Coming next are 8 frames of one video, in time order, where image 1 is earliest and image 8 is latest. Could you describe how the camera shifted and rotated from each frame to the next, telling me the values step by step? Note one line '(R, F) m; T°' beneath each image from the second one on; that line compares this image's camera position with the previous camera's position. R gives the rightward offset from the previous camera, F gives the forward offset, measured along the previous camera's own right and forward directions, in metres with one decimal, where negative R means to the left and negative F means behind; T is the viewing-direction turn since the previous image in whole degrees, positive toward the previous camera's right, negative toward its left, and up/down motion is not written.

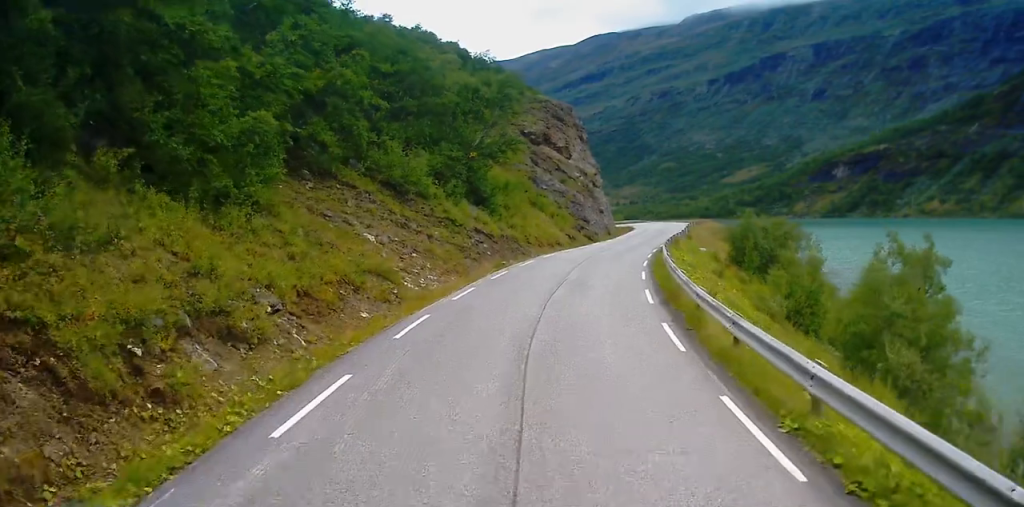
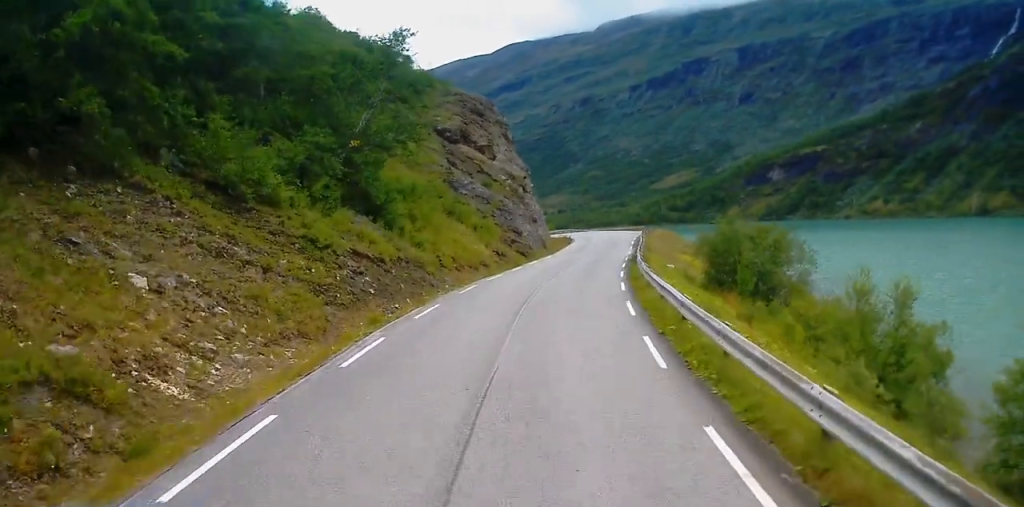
(+0.9, +13.5) m; +6°
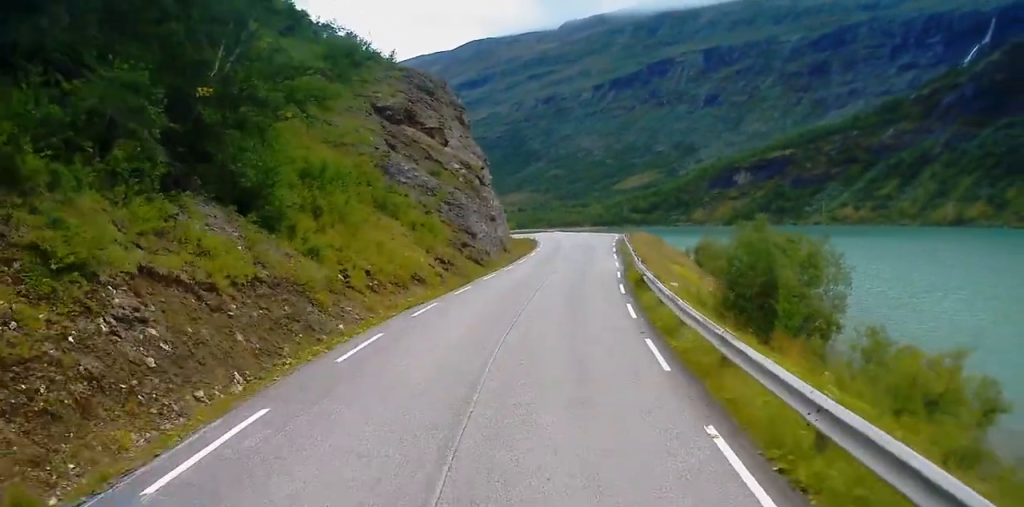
(+0.2, +12.4) m; +1°
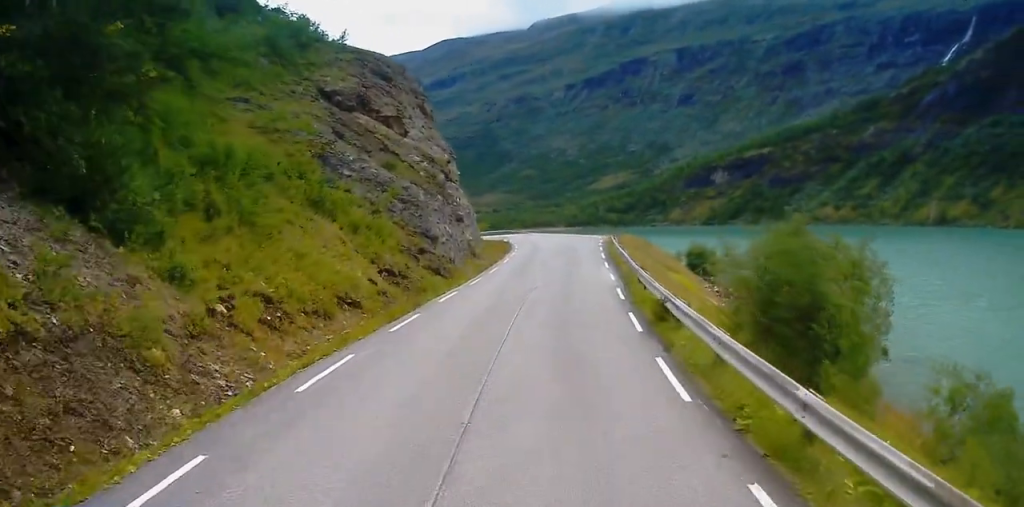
(0.0, +8.1) m; 0°
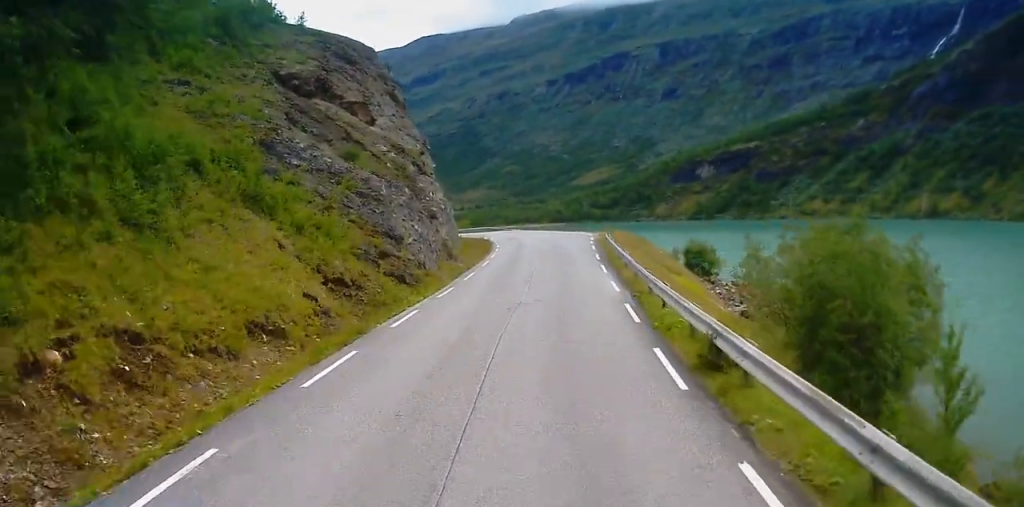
(0.0, +5.8) m; +1°
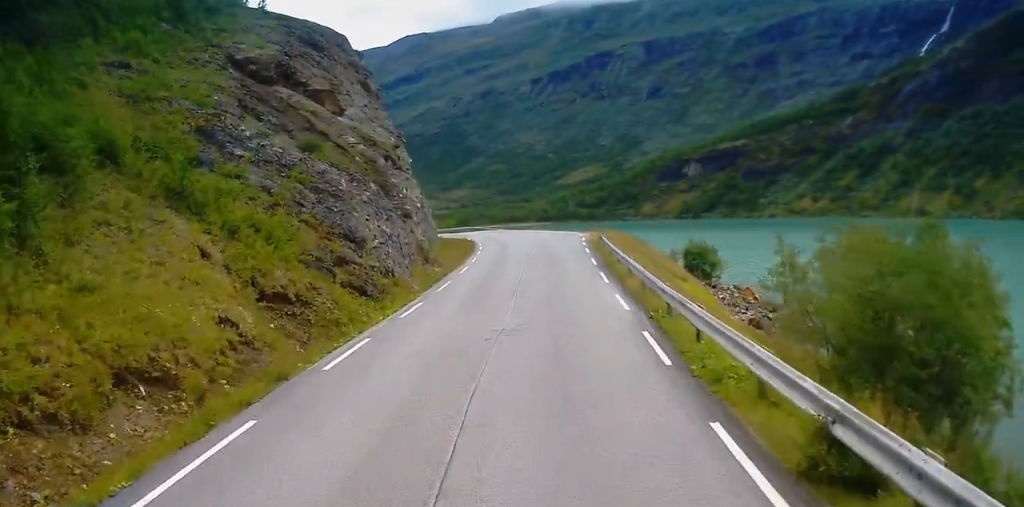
(-0.1, +4.8) m; +2°
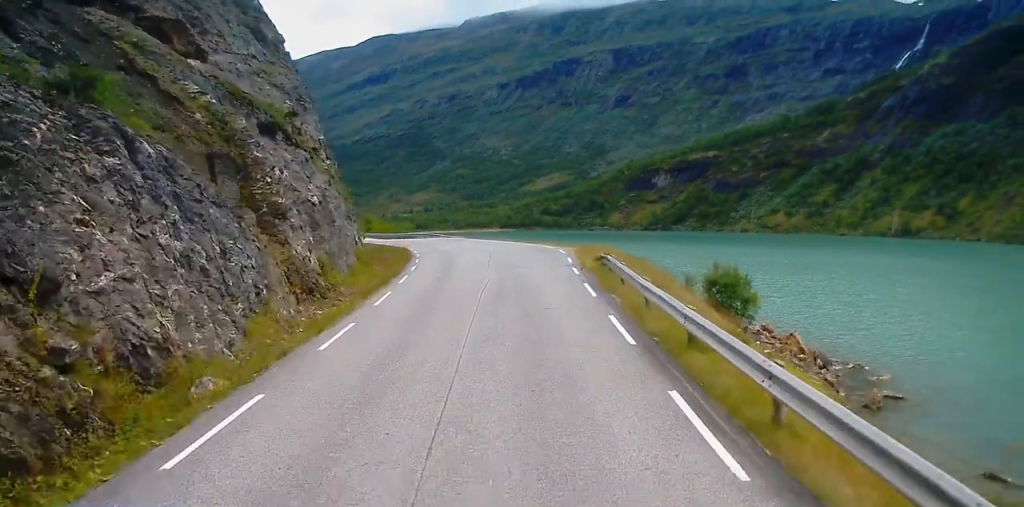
(+1.1, +16.5) m; +4°
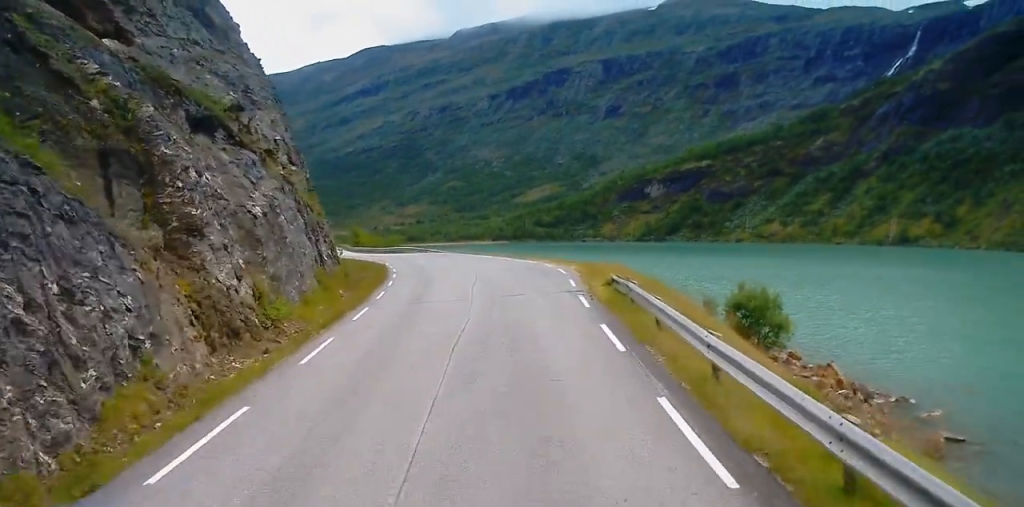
(-0.2, +6.0) m; -1°
